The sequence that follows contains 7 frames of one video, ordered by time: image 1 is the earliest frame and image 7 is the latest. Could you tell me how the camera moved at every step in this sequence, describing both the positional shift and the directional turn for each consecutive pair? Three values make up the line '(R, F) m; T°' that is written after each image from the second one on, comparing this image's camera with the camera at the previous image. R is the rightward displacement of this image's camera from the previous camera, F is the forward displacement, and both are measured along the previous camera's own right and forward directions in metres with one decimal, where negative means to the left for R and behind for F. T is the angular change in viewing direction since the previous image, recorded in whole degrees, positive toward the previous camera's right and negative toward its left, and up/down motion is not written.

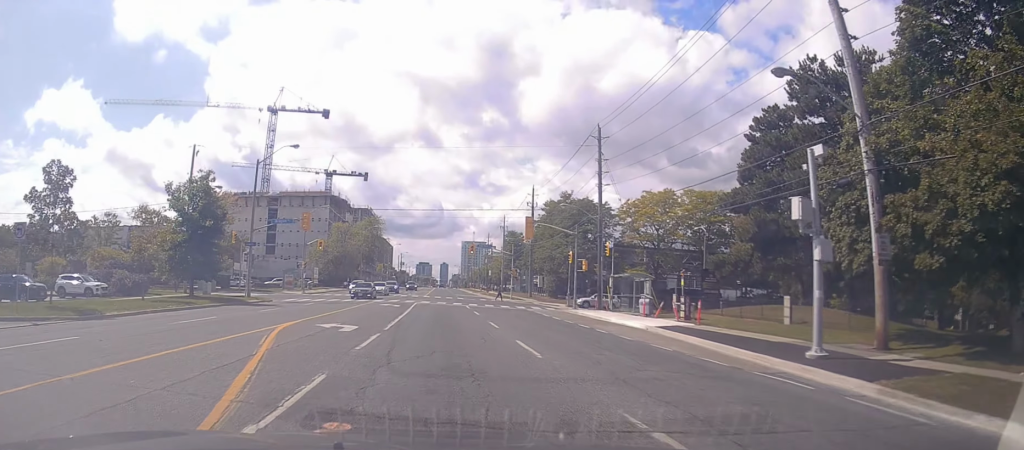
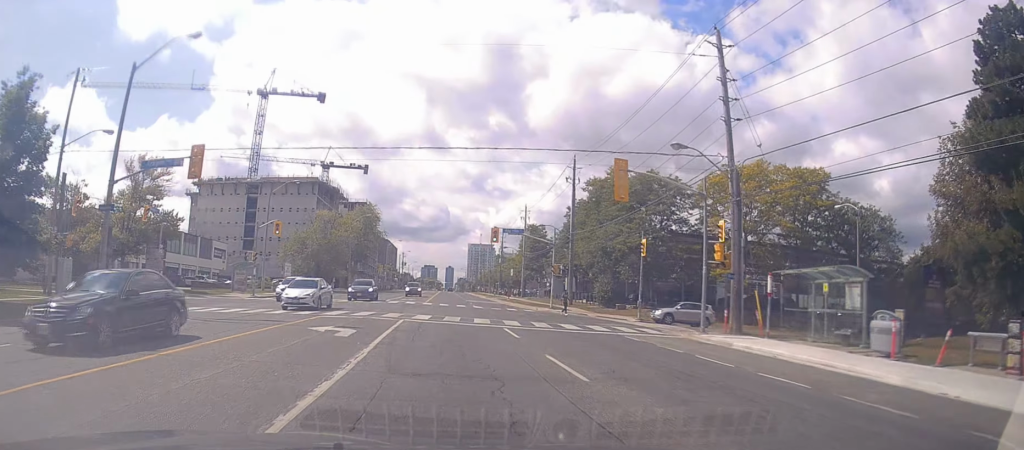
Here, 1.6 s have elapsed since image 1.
(+0.1, +20.3) m; 0°
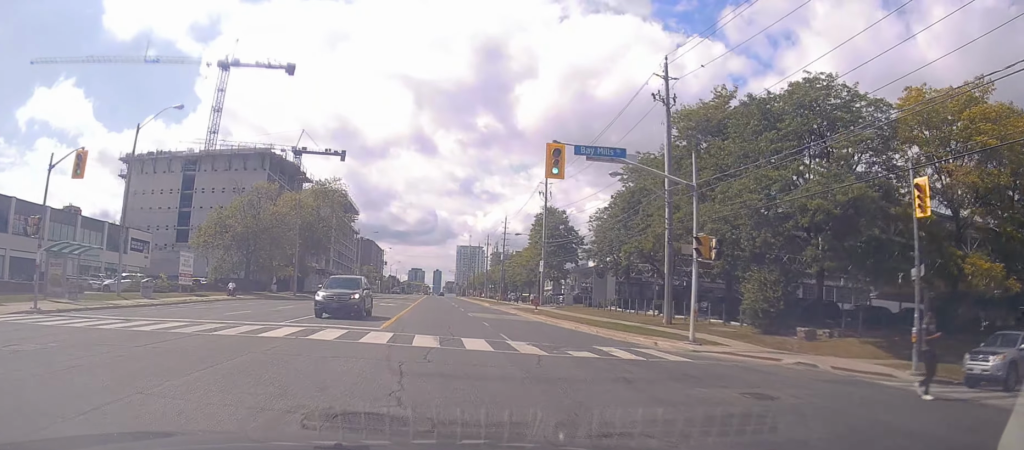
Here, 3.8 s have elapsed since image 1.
(0.0, +27.3) m; -1°
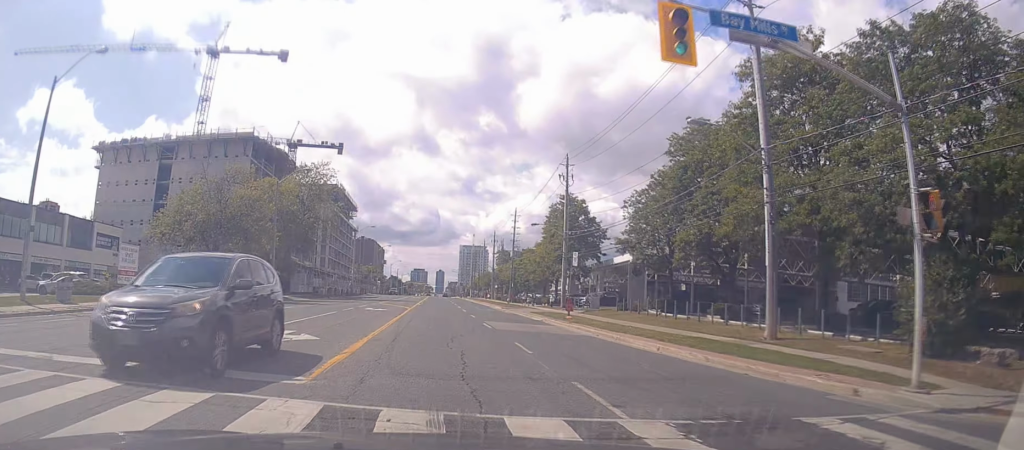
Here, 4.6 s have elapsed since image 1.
(0.0, +9.8) m; +1°
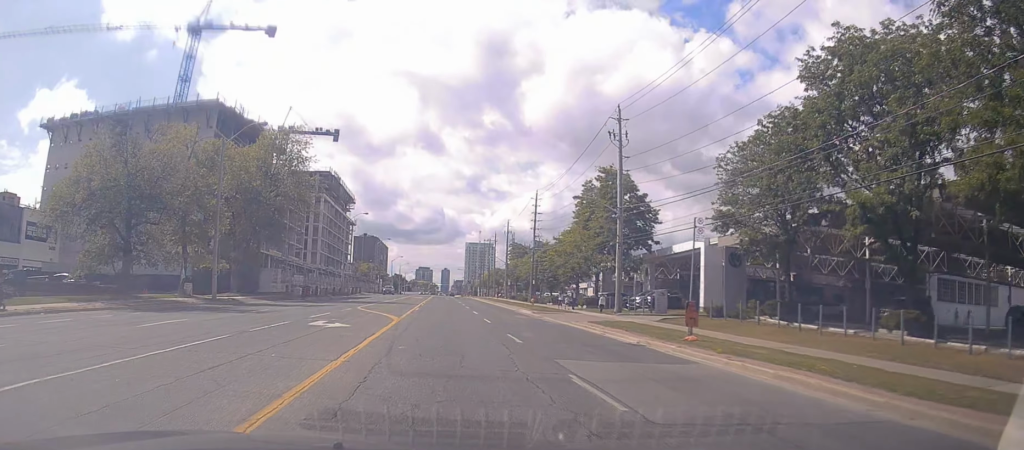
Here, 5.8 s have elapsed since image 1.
(+0.3, +15.4) m; 0°
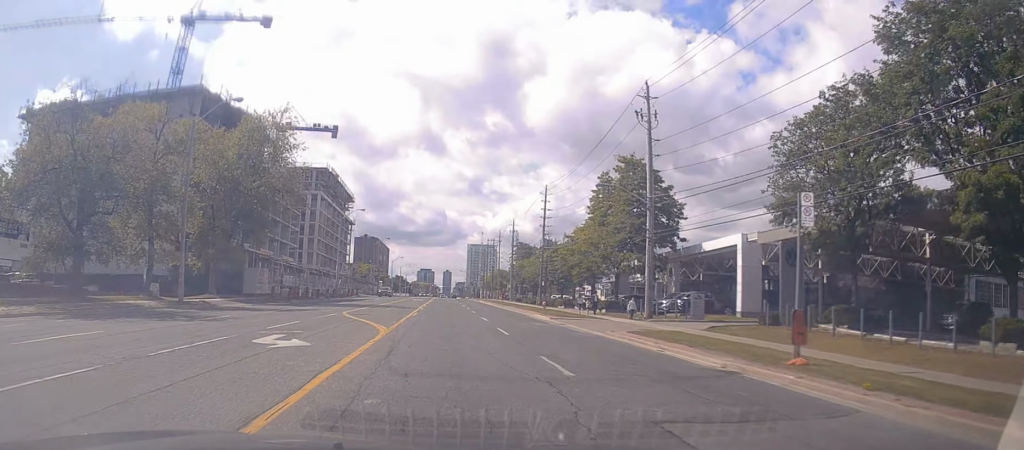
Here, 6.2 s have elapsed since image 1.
(0.0, +5.6) m; 0°
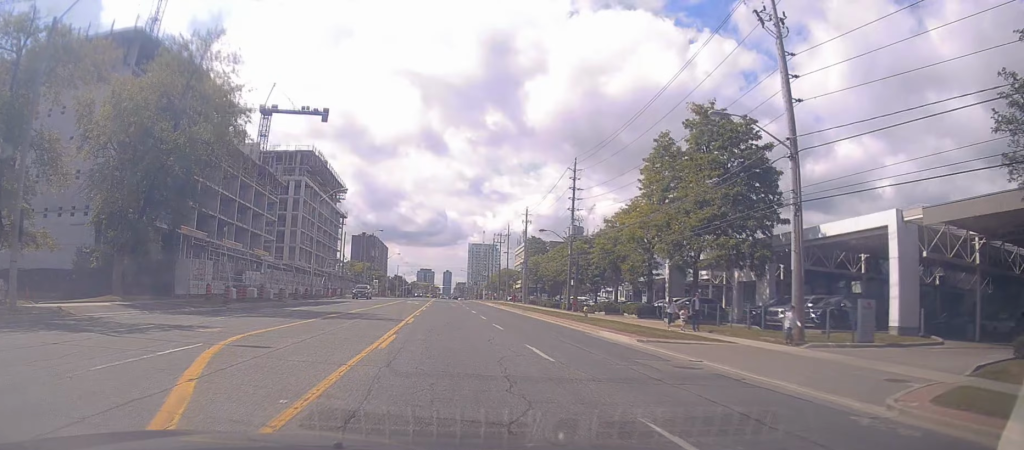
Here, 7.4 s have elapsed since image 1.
(-0.1, +15.5) m; +2°
